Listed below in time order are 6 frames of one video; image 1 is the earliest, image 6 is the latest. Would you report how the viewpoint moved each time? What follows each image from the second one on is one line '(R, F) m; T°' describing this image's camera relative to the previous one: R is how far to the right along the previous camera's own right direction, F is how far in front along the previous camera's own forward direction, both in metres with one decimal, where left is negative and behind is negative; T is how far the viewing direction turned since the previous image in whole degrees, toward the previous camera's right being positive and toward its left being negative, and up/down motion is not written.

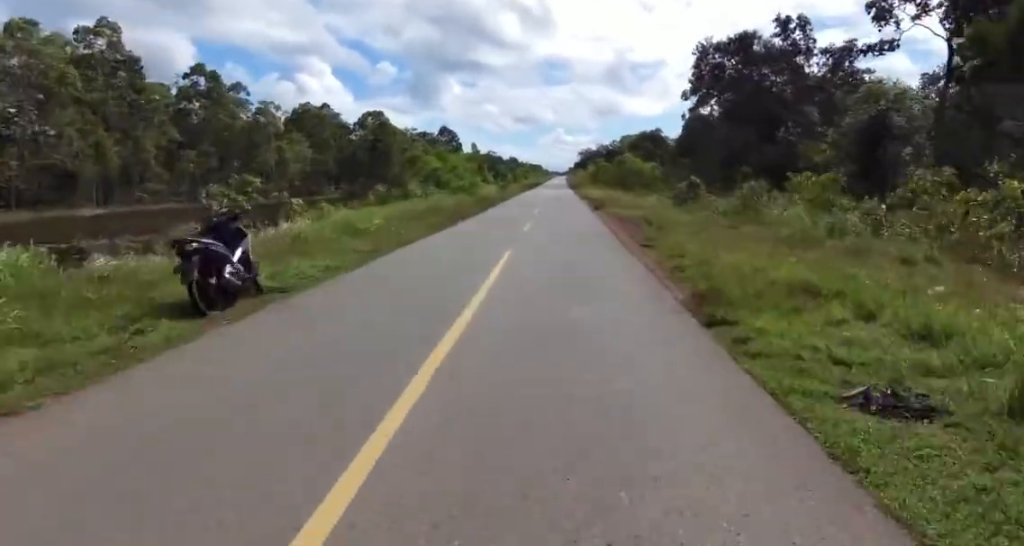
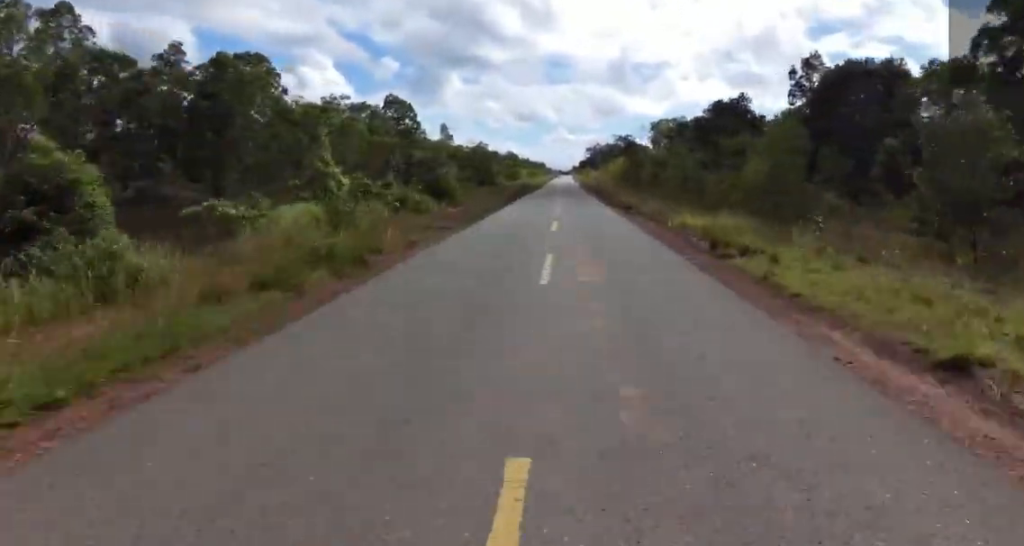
(0.0, +59.3) m; +2°
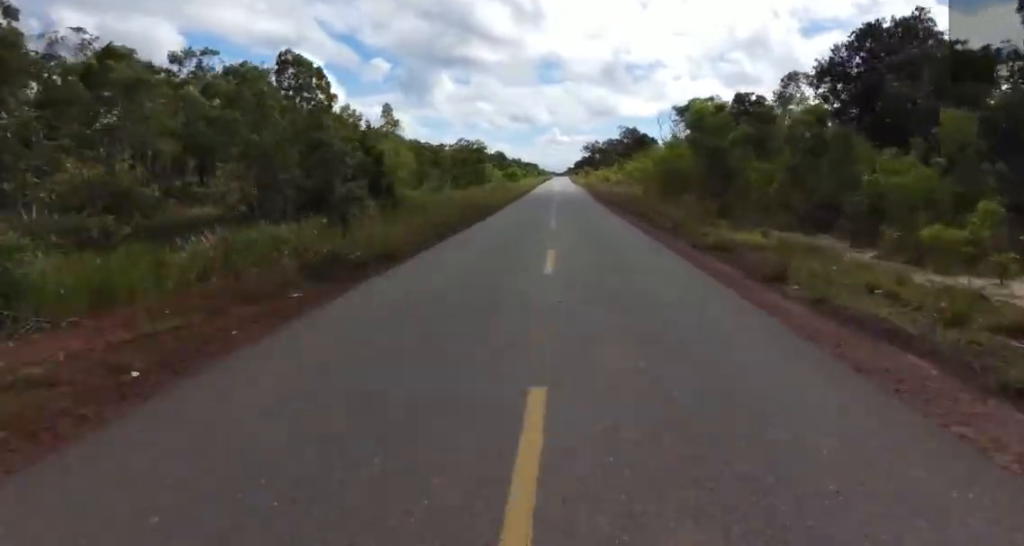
(+0.1, +40.5) m; +3°
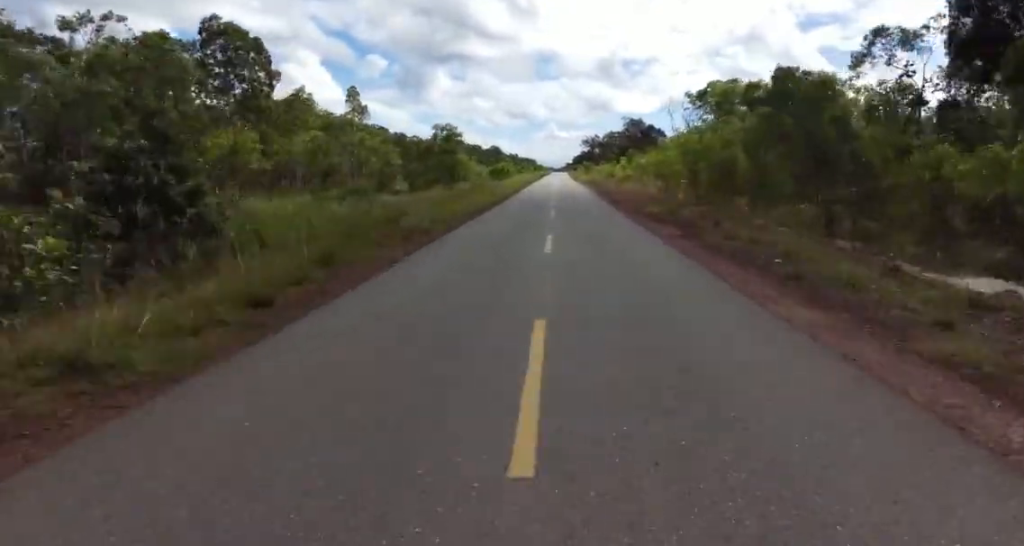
(+0.6, +14.7) m; 0°
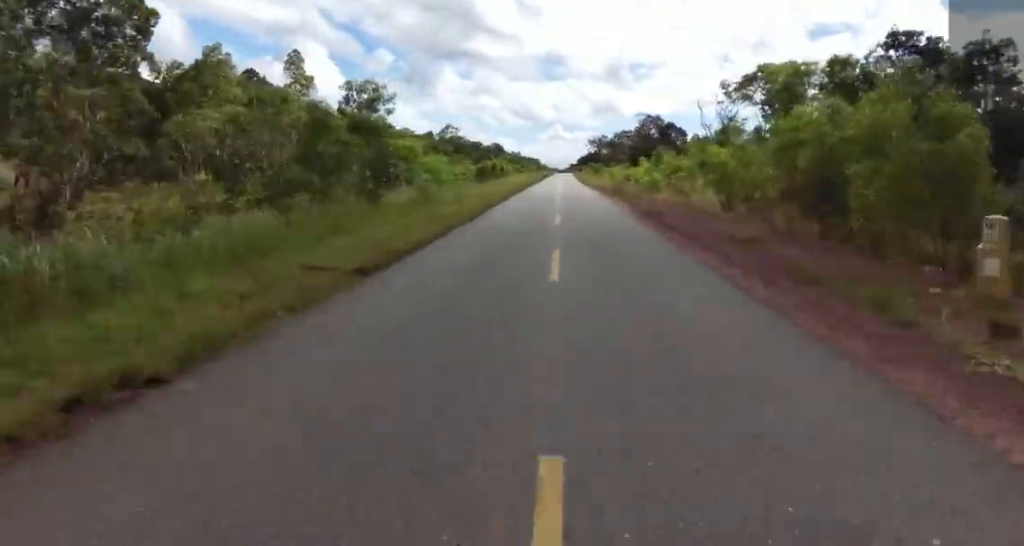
(+0.3, +19.7) m; -2°
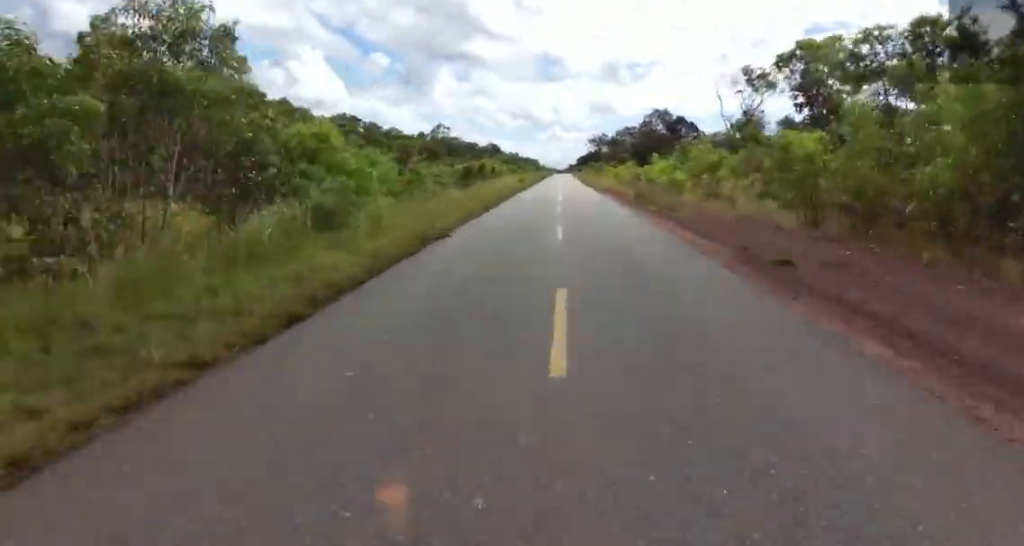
(-0.6, +12.1) m; -2°
